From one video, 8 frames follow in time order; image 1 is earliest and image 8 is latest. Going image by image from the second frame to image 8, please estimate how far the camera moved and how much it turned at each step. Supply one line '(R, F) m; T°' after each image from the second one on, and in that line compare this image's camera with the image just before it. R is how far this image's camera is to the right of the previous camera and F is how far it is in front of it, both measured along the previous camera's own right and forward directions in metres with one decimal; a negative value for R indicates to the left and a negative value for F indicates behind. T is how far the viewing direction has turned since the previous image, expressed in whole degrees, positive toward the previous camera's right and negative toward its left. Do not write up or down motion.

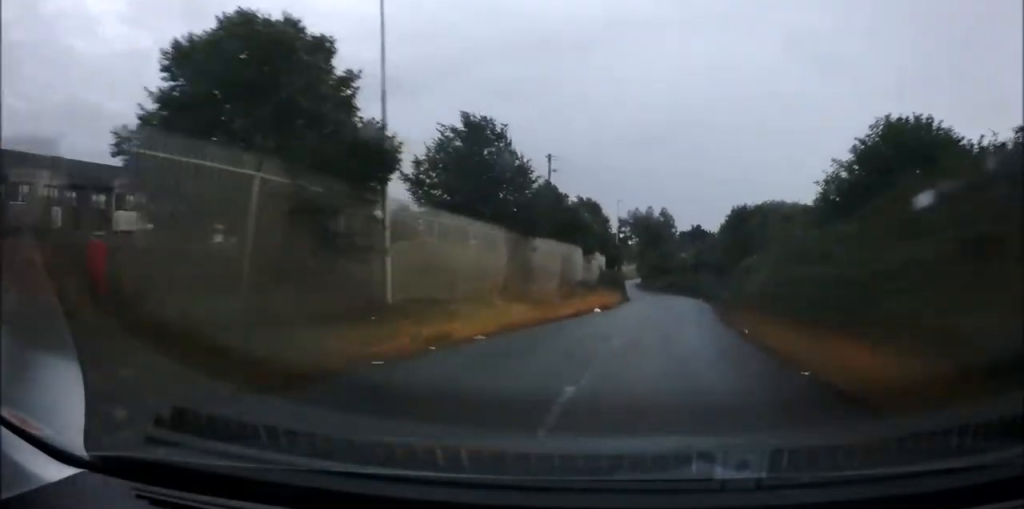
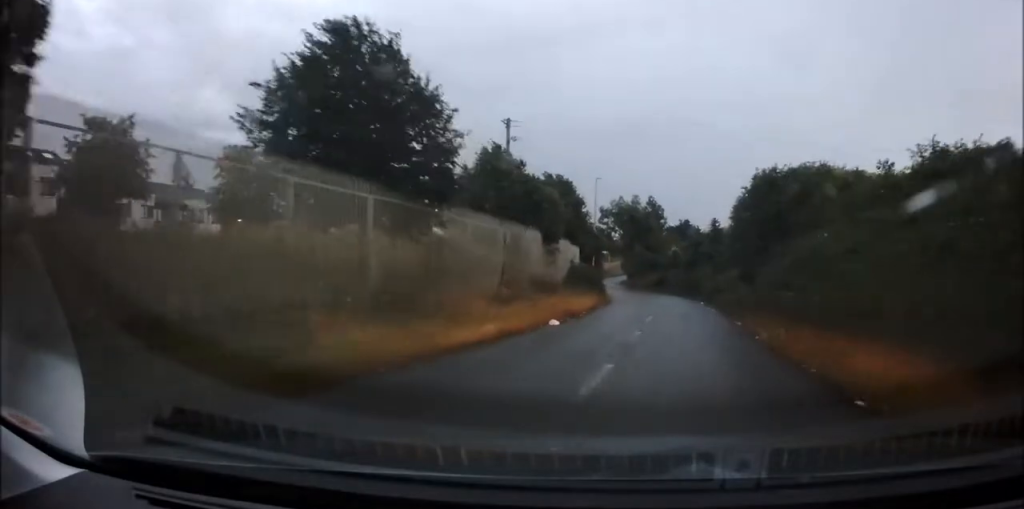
(+0.2, +9.6) m; +2°
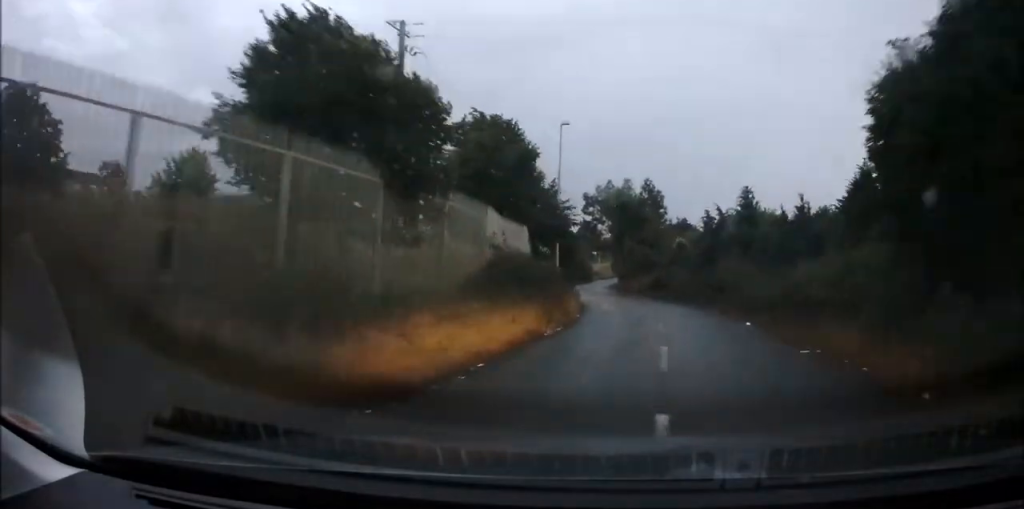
(+0.4, +15.3) m; 0°
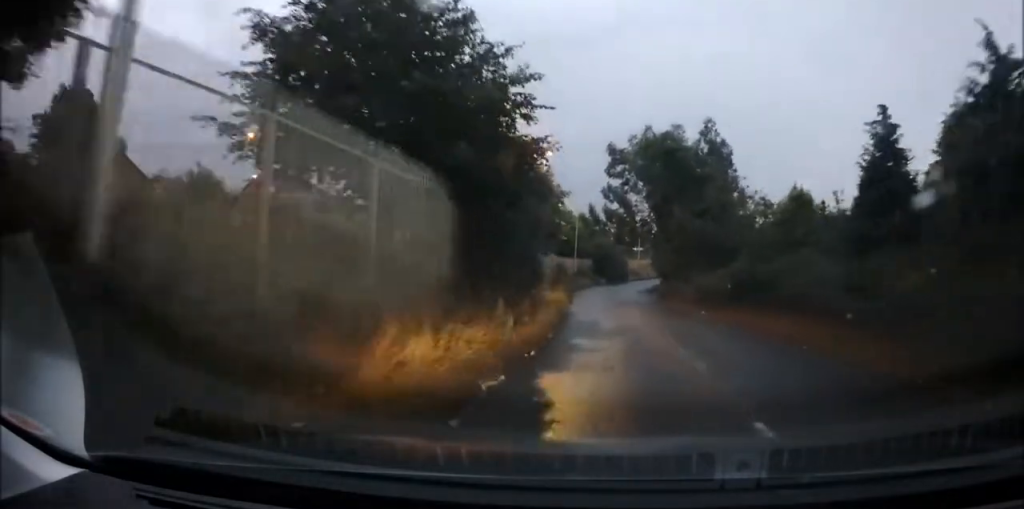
(-1.4, +23.4) m; -8°
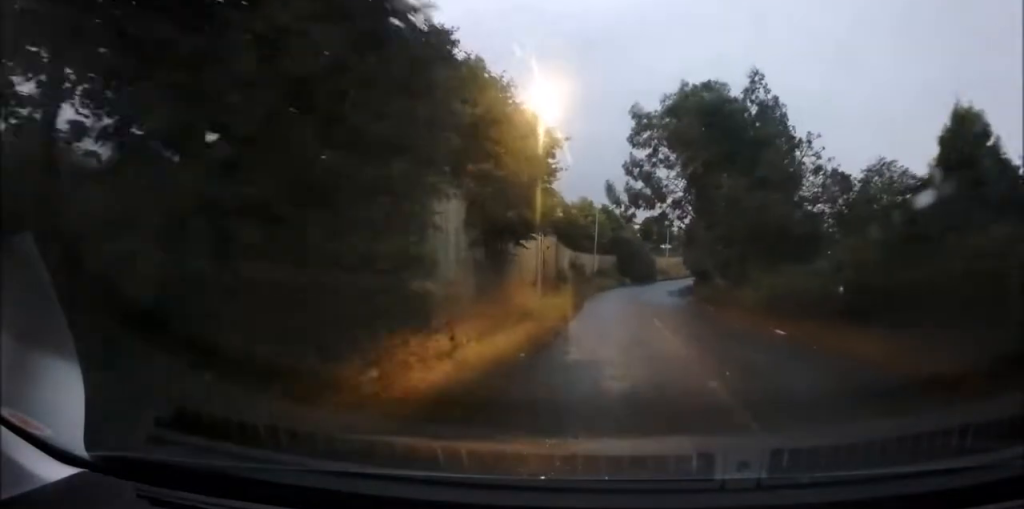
(-0.6, +9.3) m; -2°
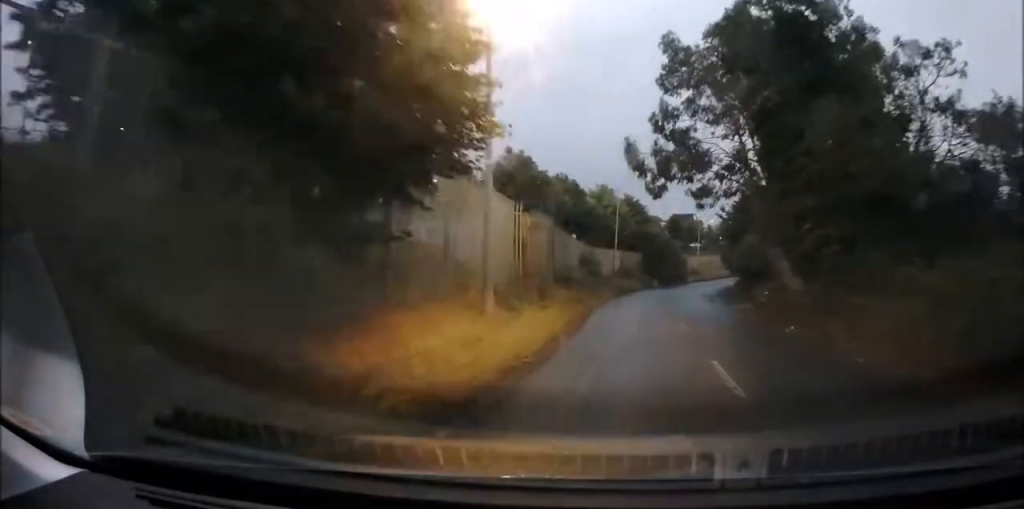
(0.0, +9.8) m; 0°
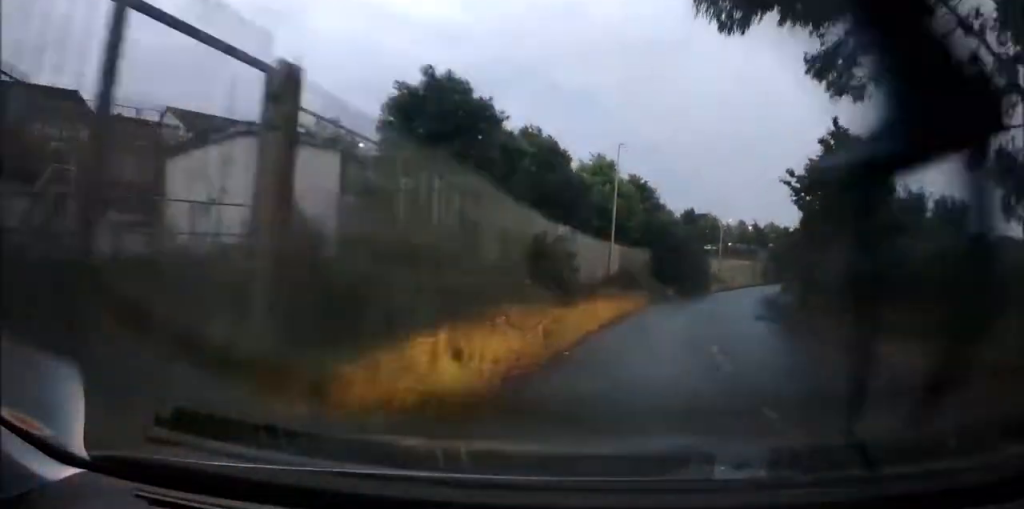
(+0.1, +16.6) m; +3°
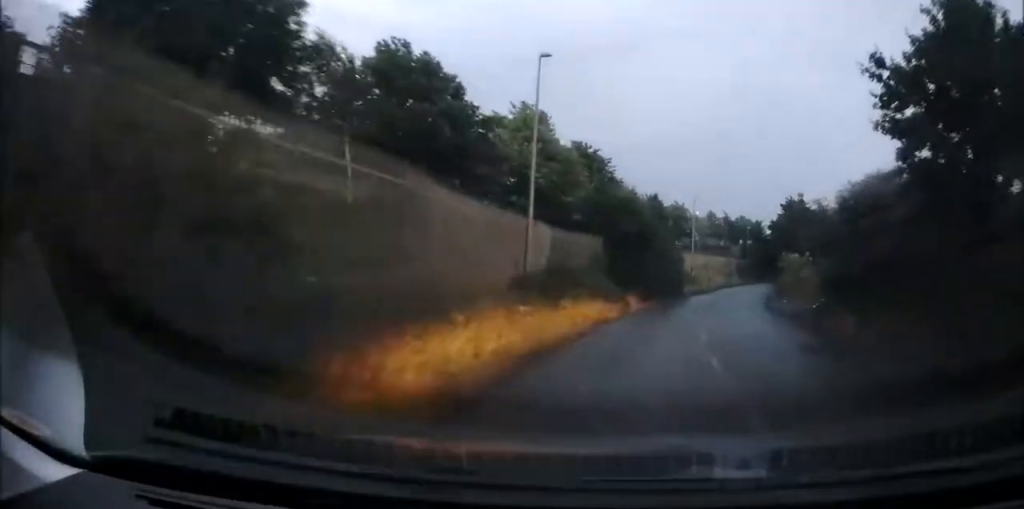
(+0.3, +13.3) m; +4°
